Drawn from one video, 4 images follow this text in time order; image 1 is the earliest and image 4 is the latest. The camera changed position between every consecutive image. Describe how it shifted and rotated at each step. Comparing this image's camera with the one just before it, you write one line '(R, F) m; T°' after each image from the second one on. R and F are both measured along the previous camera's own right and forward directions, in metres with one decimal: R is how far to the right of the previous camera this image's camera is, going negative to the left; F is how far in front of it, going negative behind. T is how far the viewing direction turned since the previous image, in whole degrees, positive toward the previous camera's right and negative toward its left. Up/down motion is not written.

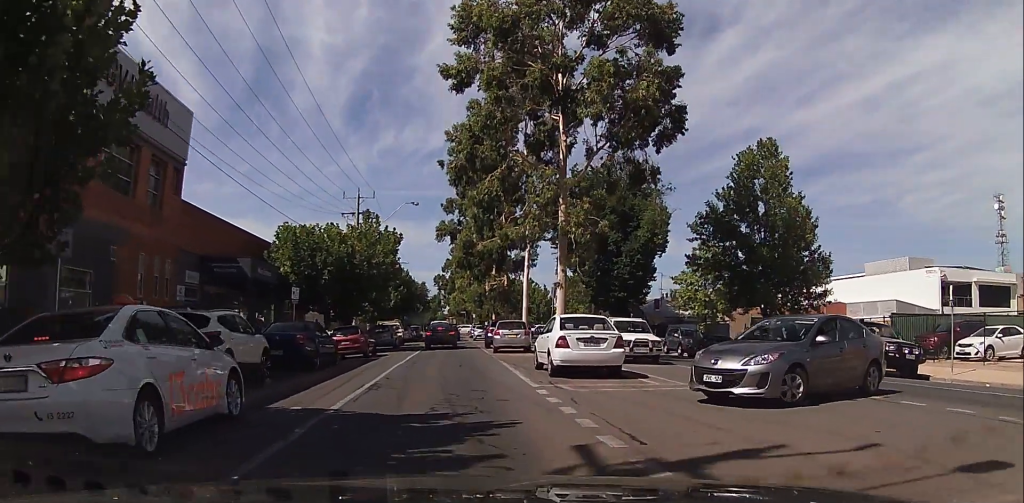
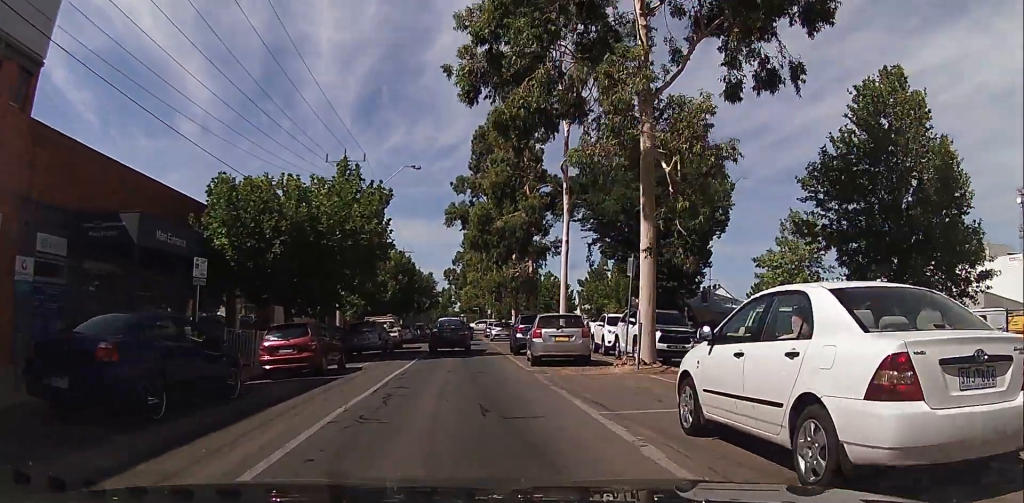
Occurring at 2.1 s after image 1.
(-0.4, +10.3) m; +2°
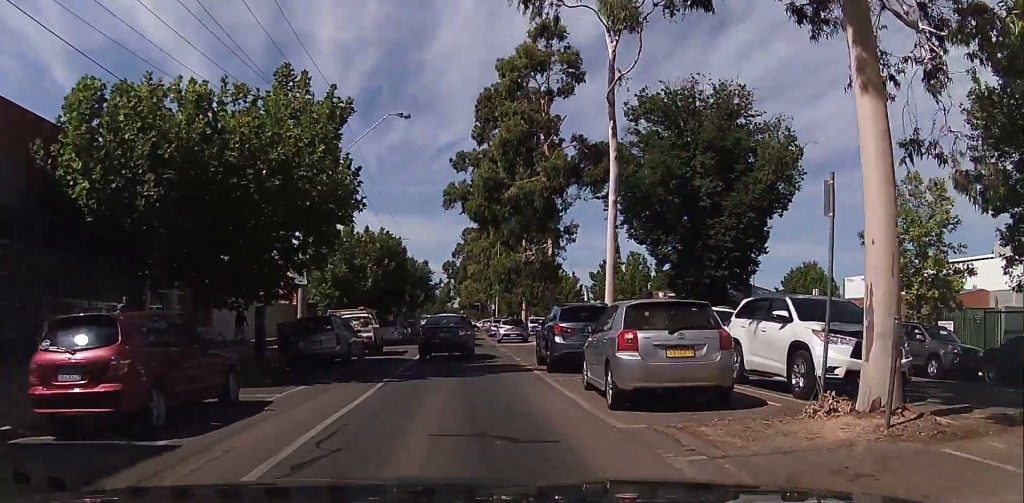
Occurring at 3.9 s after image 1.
(+0.8, +9.7) m; -2°
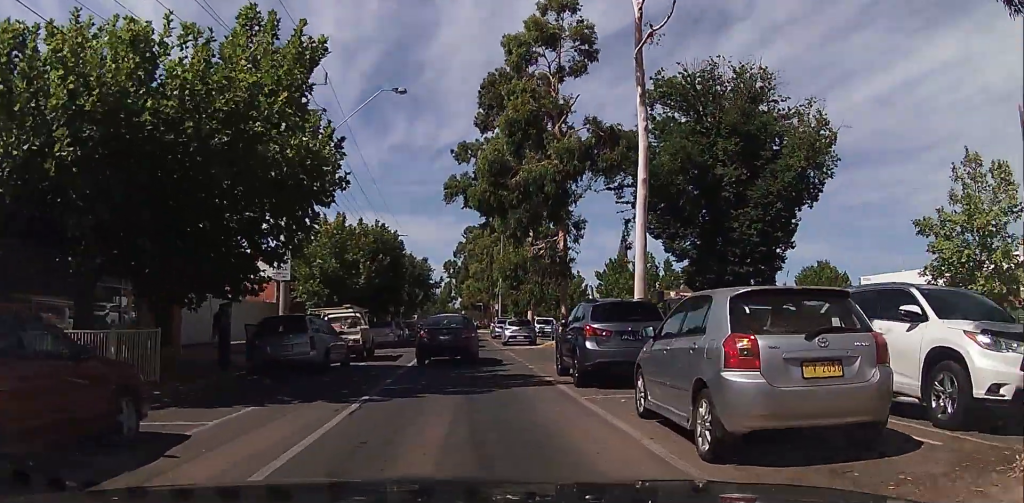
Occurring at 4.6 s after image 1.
(-0.2, +3.7) m; -1°
